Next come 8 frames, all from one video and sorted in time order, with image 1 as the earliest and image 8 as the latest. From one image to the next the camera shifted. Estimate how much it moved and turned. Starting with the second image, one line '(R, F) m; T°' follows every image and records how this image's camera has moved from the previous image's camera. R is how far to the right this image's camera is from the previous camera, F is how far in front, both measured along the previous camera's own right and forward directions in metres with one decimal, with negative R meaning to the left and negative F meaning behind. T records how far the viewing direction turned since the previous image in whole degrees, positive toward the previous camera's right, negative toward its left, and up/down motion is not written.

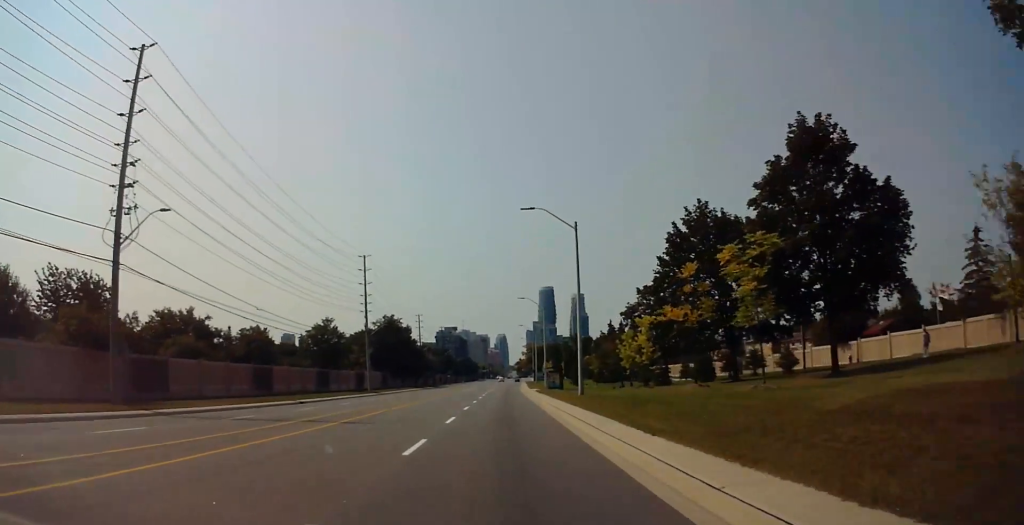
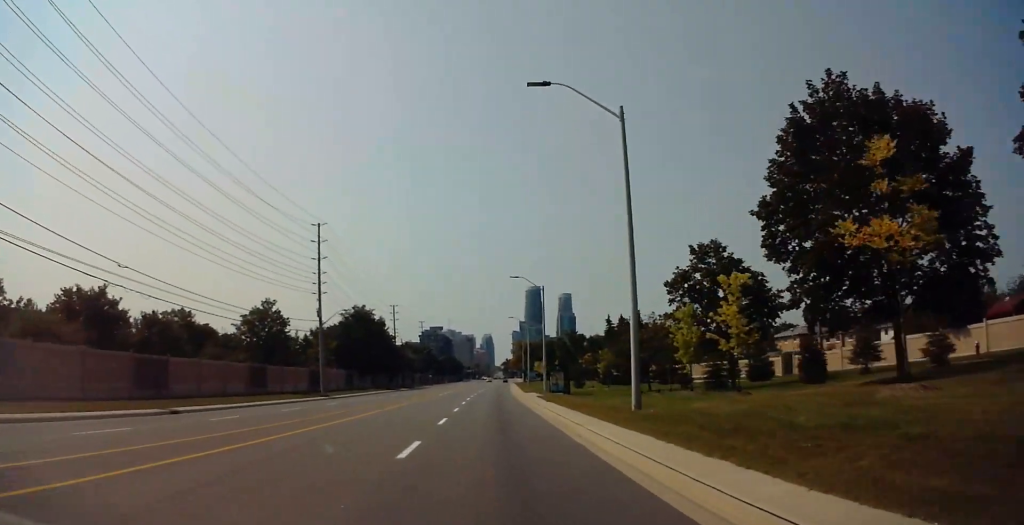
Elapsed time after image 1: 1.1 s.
(0.0, +17.8) m; +1°
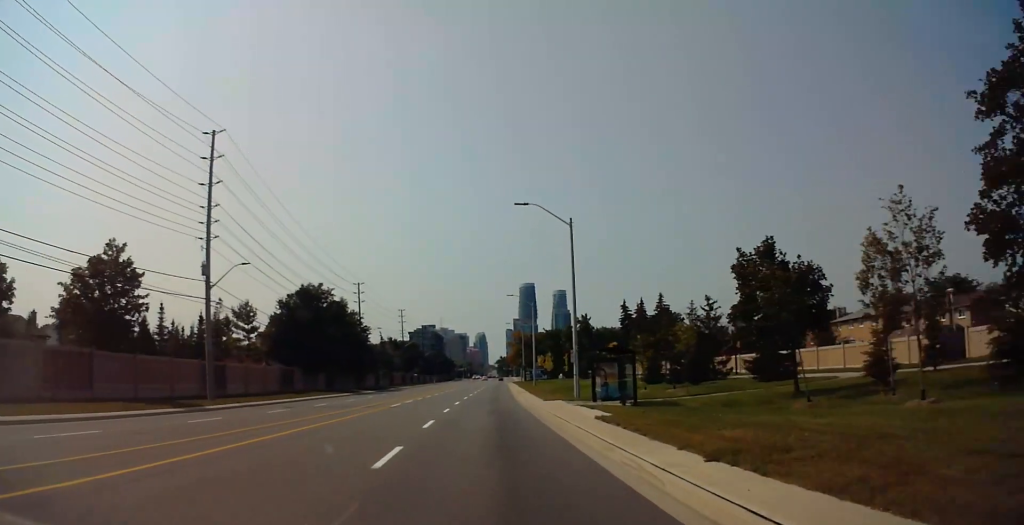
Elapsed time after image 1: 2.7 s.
(+0.2, +27.9) m; 0°
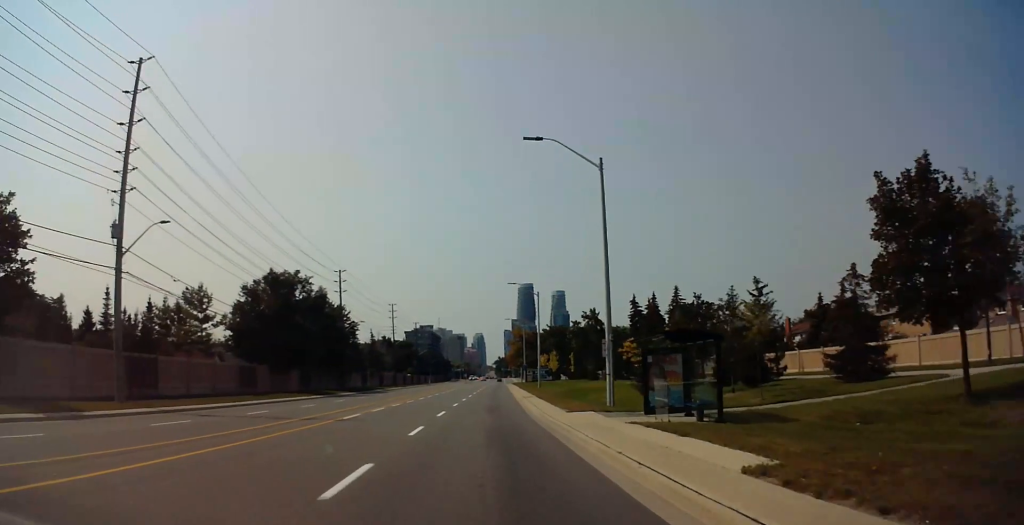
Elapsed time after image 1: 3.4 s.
(-0.1, +11.5) m; 0°
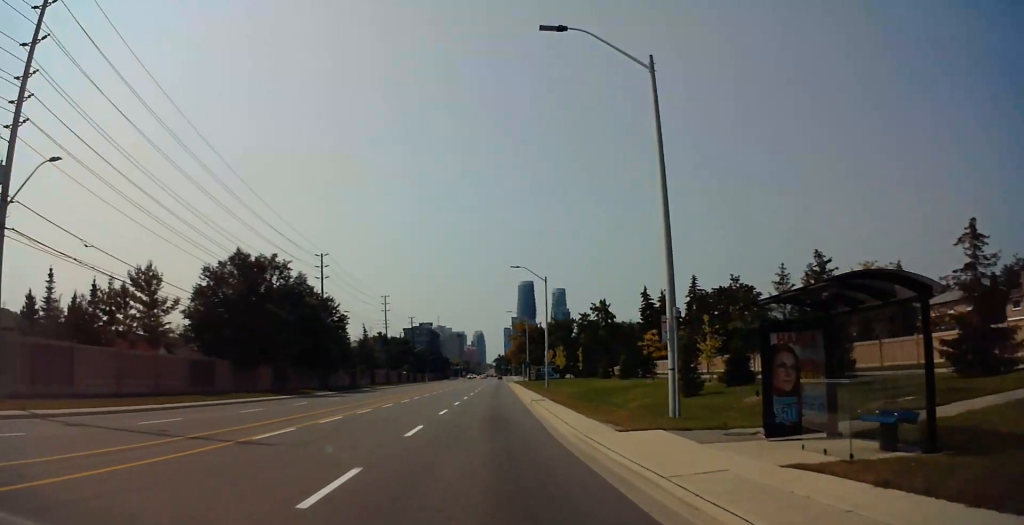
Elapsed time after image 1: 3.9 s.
(+0.1, +9.8) m; +1°
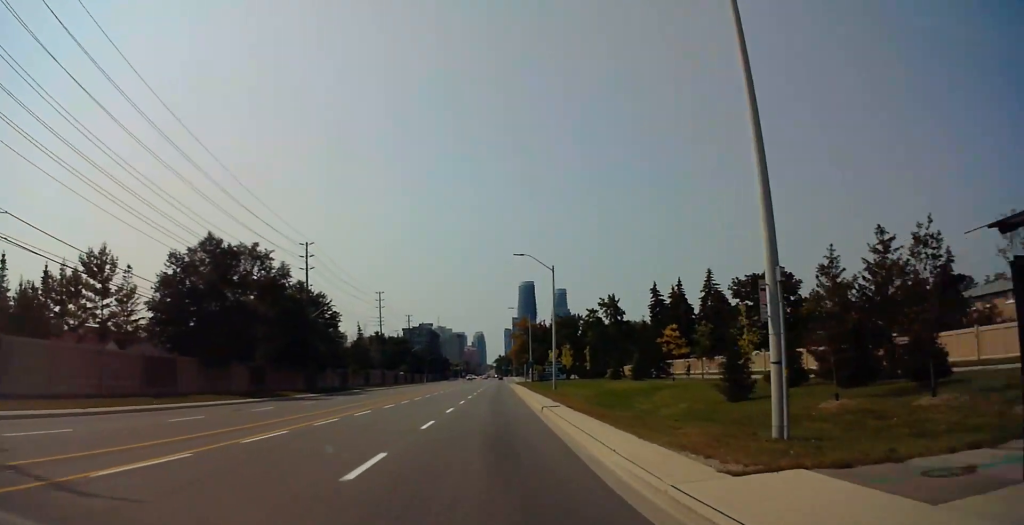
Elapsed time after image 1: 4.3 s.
(0.0, +6.9) m; 0°
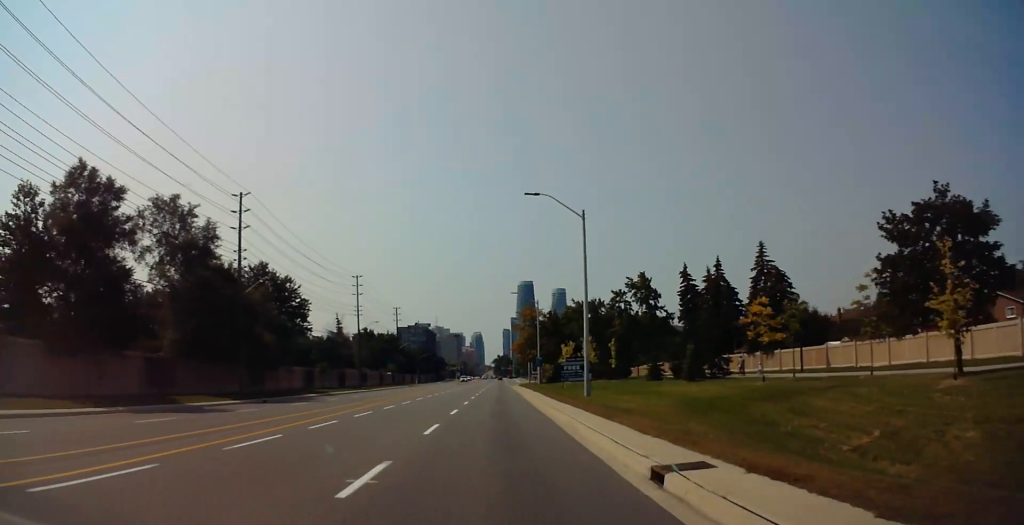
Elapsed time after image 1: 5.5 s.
(-0.1, +19.6) m; -1°
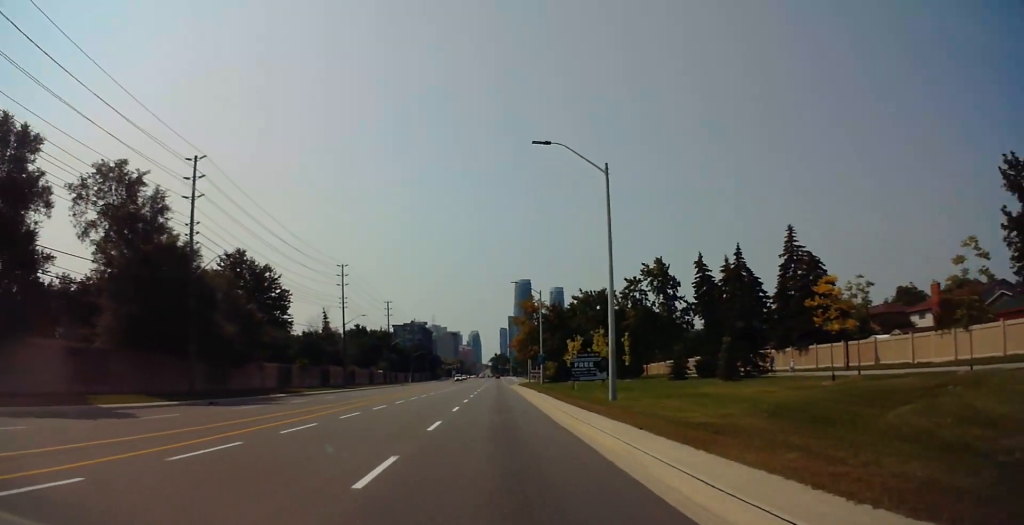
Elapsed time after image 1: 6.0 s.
(-0.2, +8.6) m; 0°
